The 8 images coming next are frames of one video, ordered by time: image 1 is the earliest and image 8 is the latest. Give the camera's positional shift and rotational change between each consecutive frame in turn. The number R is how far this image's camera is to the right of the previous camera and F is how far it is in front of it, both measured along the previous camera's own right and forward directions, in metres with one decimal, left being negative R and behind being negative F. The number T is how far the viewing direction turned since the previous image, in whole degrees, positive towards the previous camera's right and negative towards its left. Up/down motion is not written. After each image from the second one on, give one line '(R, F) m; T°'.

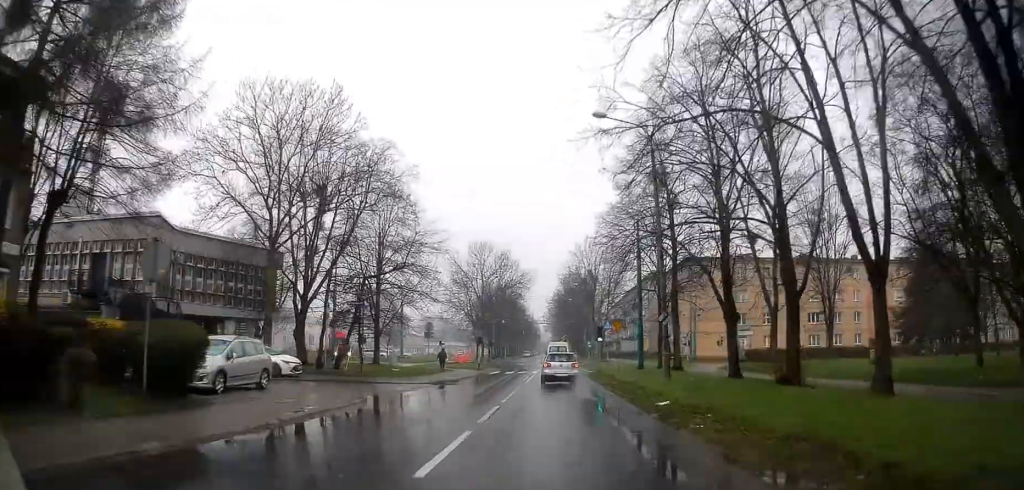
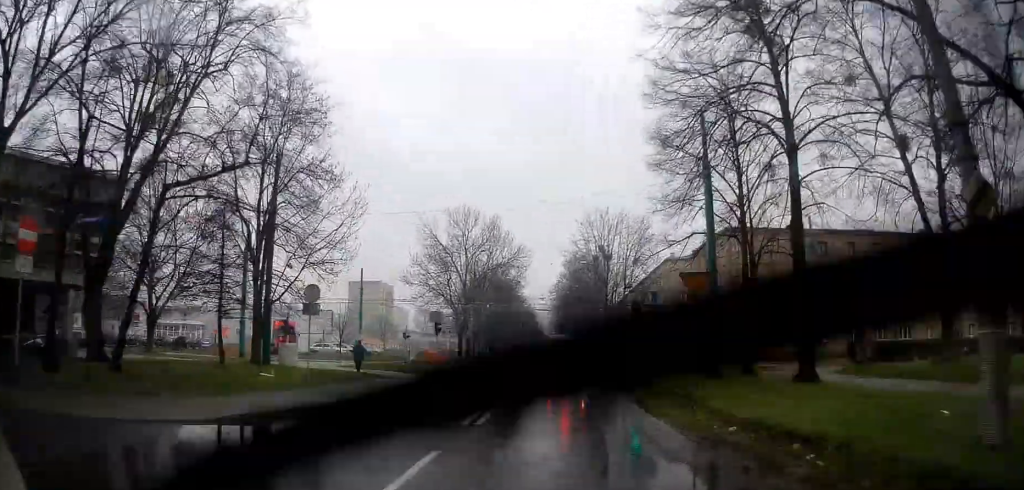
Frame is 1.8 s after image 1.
(-0.1, +19.7) m; 0°
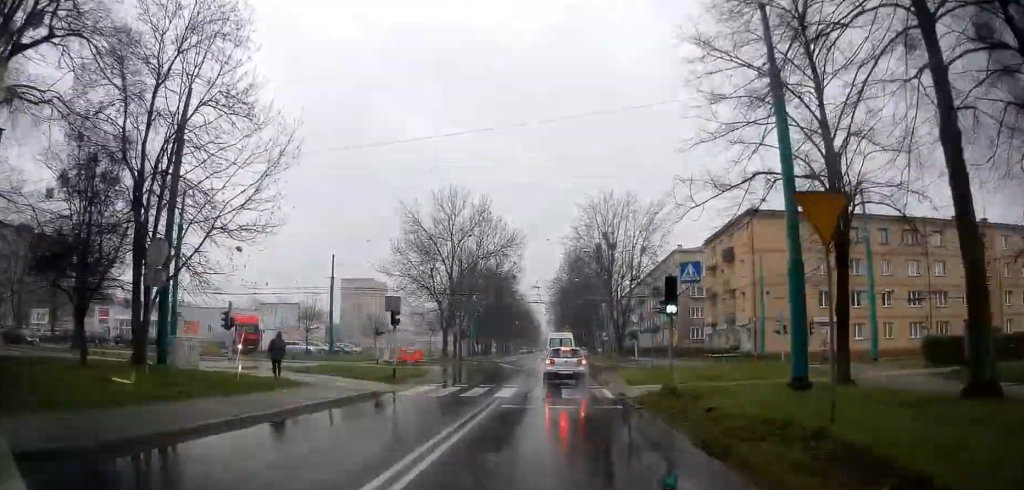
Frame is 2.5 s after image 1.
(0.0, +8.5) m; 0°
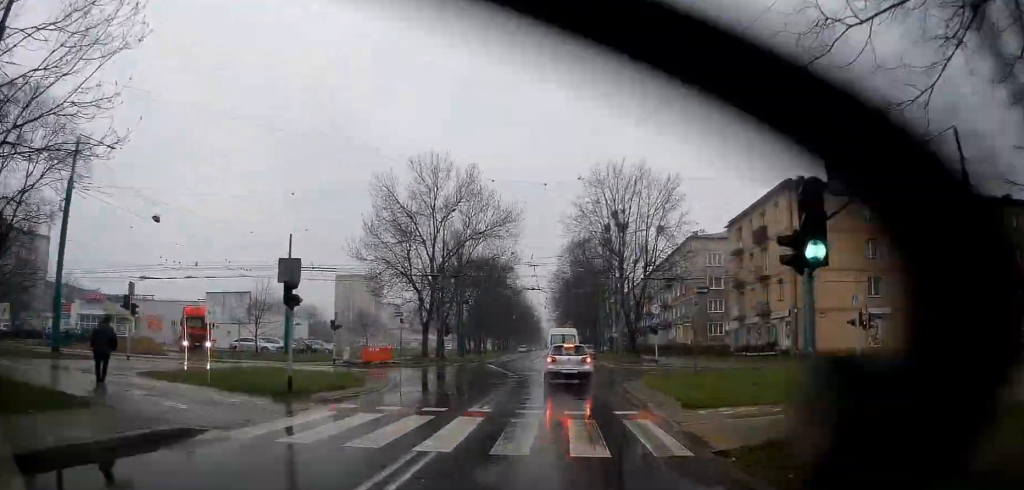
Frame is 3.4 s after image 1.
(0.0, +9.9) m; 0°
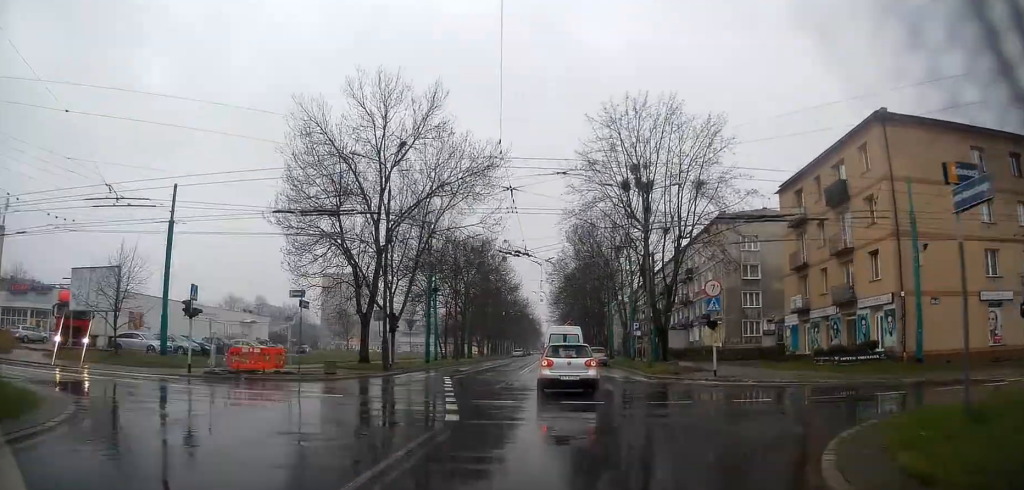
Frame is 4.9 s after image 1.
(-0.2, +15.8) m; -1°
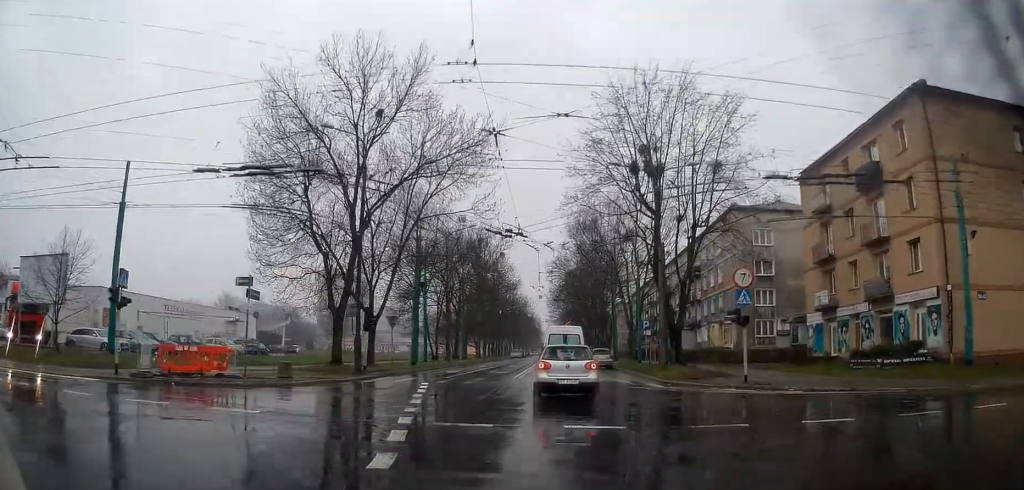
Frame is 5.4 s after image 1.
(0.0, +4.6) m; 0°
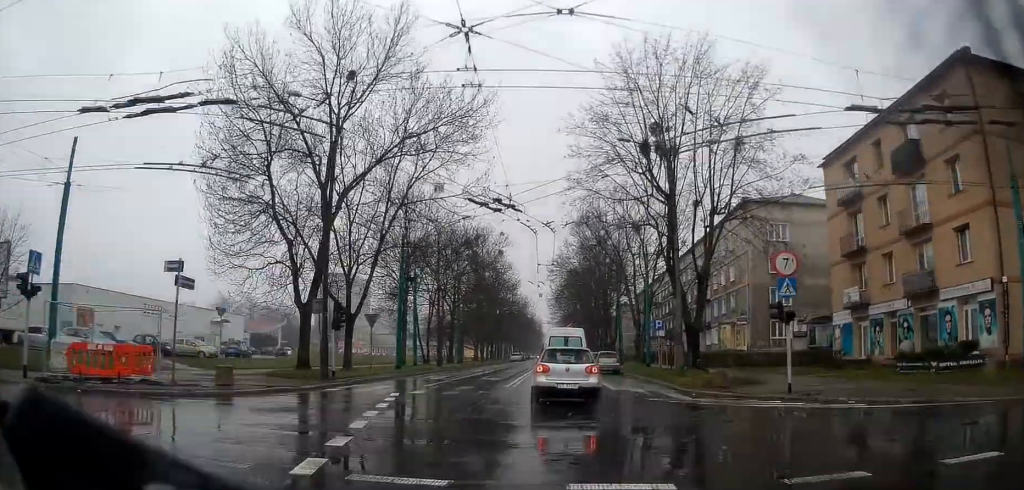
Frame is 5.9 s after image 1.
(0.0, +4.7) m; -1°
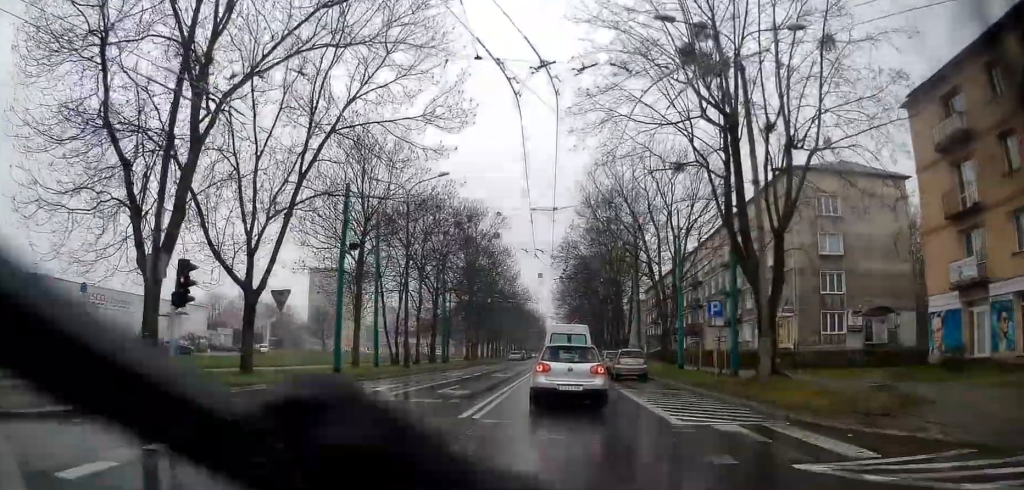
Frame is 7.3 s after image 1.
(-0.2, +12.3) m; 0°
